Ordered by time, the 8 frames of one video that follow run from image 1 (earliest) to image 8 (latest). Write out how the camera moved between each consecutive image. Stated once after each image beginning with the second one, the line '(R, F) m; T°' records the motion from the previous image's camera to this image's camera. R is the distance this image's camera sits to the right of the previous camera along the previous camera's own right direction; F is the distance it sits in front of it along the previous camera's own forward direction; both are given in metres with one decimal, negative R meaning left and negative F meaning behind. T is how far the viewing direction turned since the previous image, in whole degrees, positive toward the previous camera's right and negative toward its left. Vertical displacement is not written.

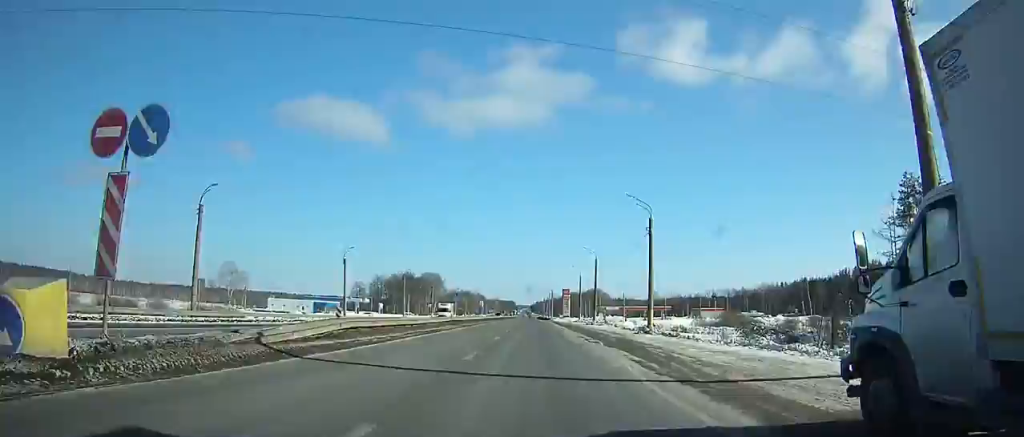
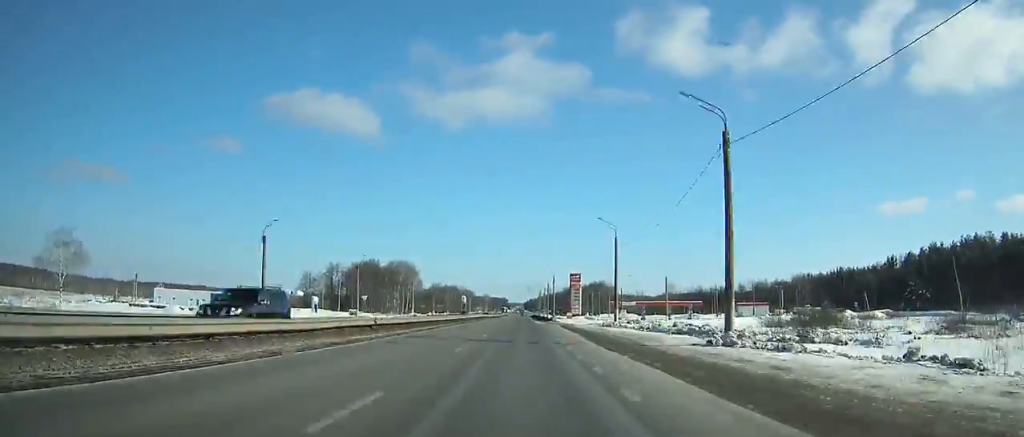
(0.0, +57.6) m; 0°
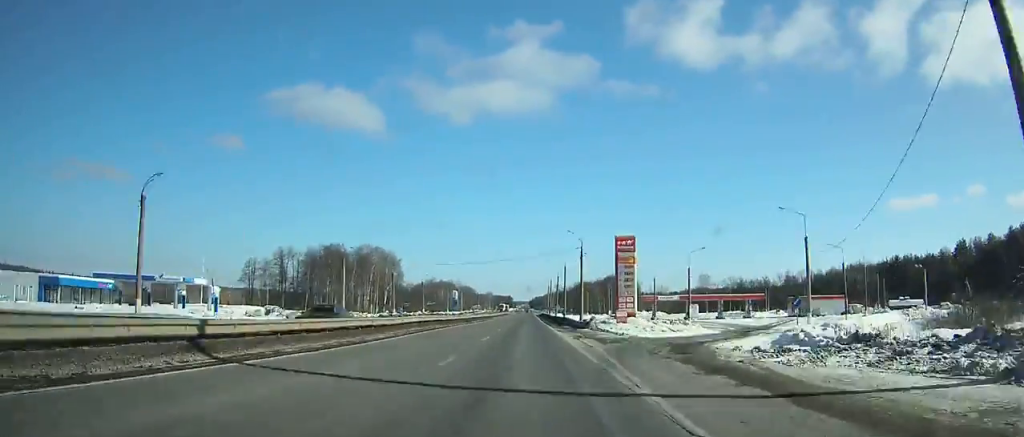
(0.0, +51.4) m; 0°
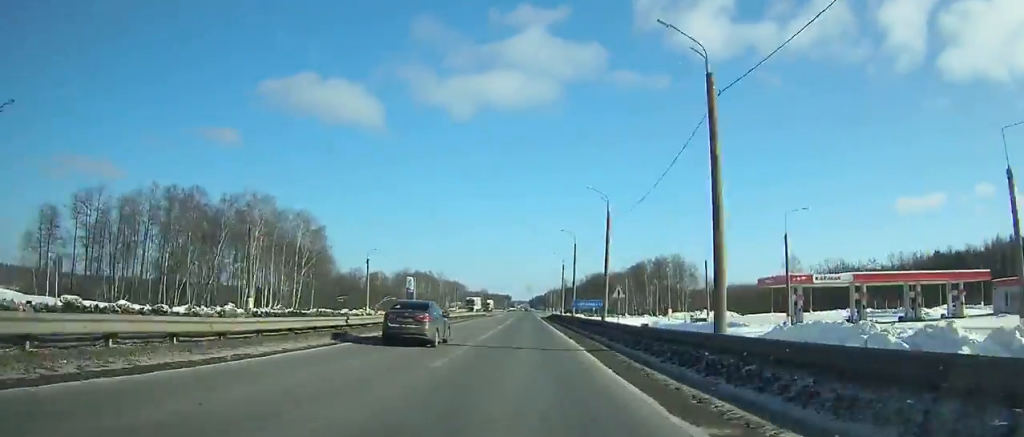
(-0.2, +86.0) m; 0°
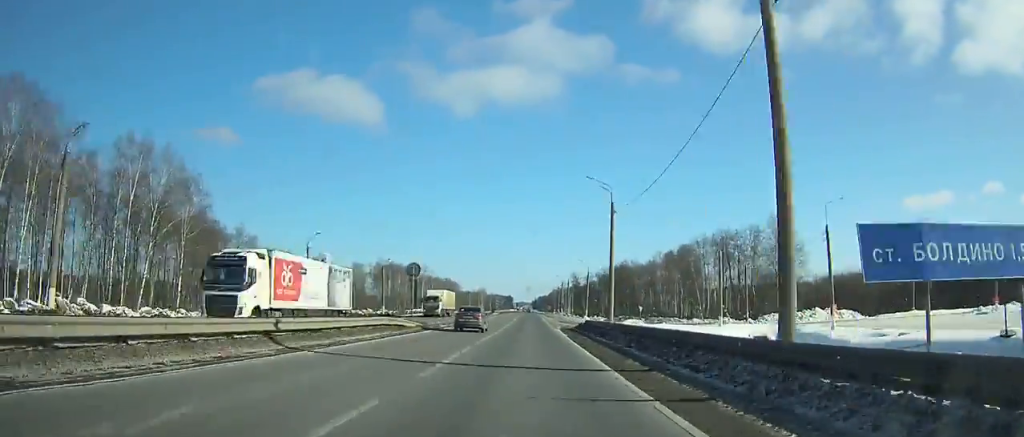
(0.0, +61.9) m; 0°
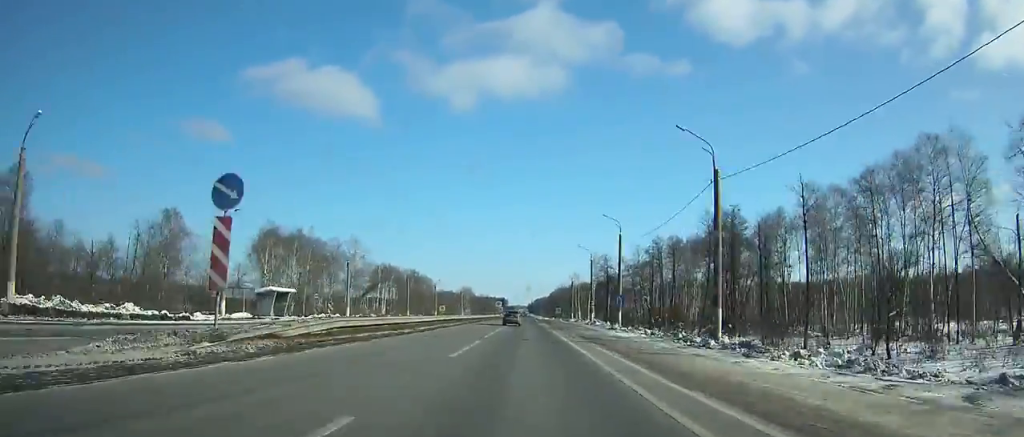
(0.0, +106.6) m; 0°
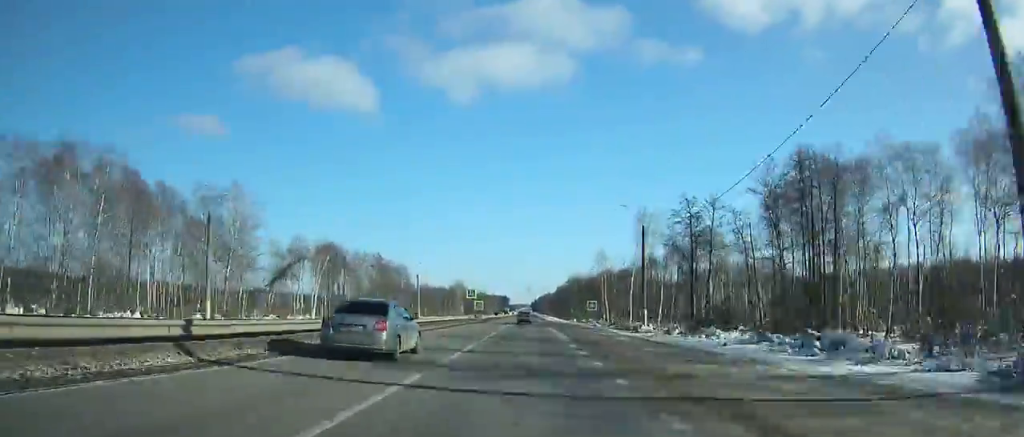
(+0.1, +74.6) m; 0°
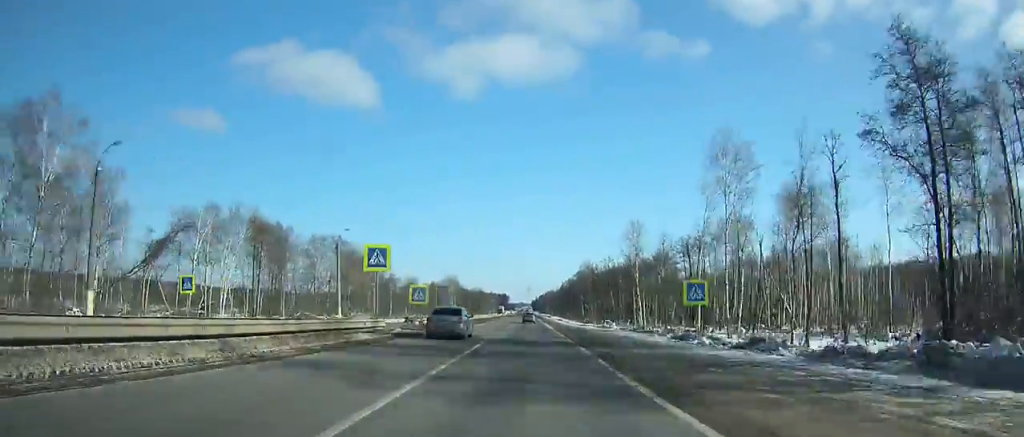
(0.0, +44.2) m; 0°
